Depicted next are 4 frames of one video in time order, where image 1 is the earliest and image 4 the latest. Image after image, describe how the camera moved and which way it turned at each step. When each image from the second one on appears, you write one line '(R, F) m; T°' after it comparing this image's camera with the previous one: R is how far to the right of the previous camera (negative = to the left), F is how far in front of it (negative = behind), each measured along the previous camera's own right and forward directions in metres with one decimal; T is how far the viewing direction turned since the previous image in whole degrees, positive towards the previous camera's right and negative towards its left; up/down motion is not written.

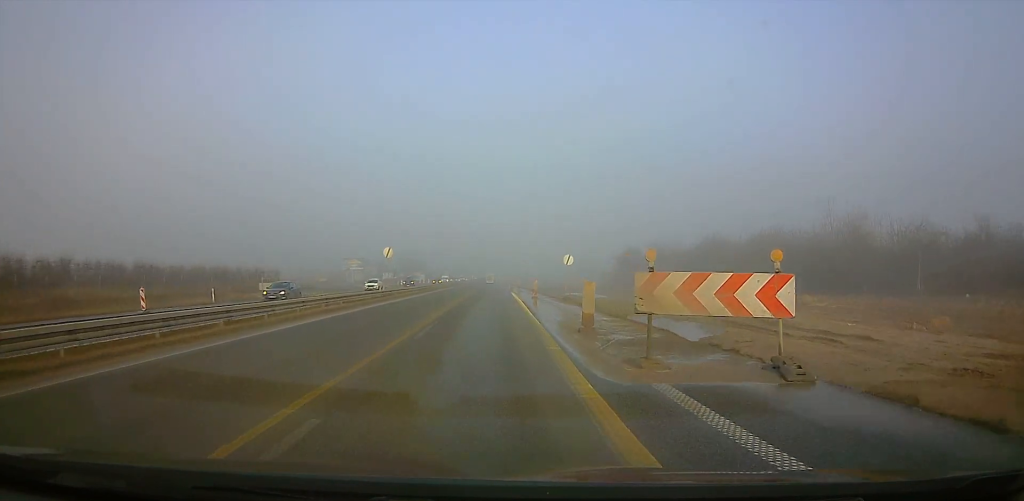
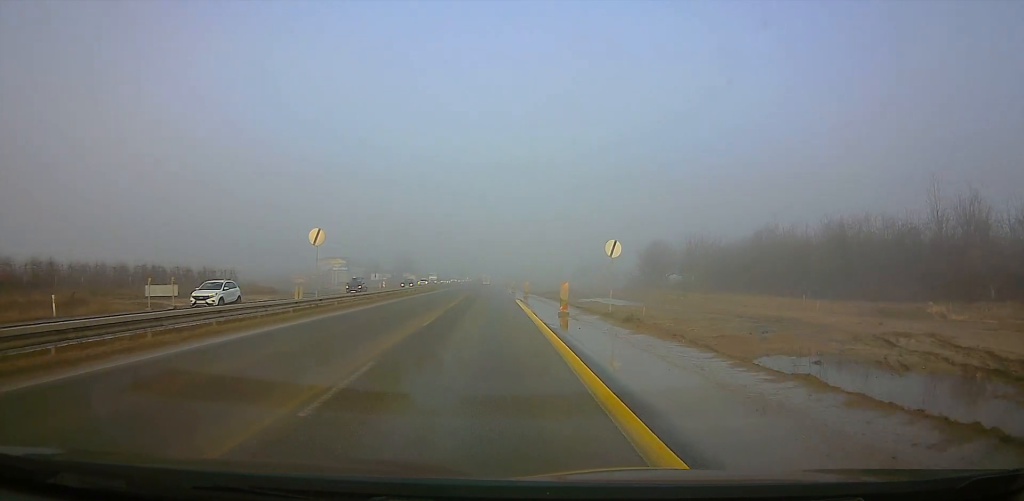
(0.0, +19.9) m; 0°
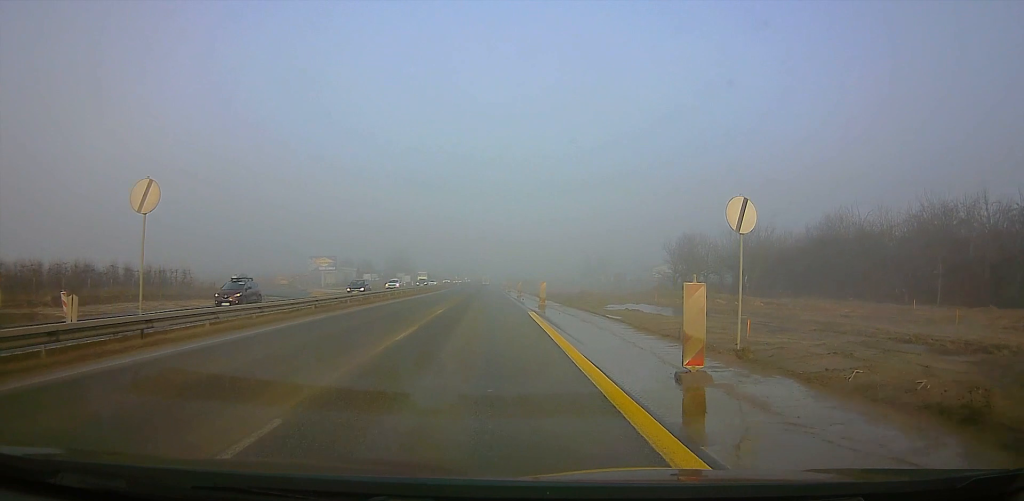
(0.0, +16.4) m; 0°
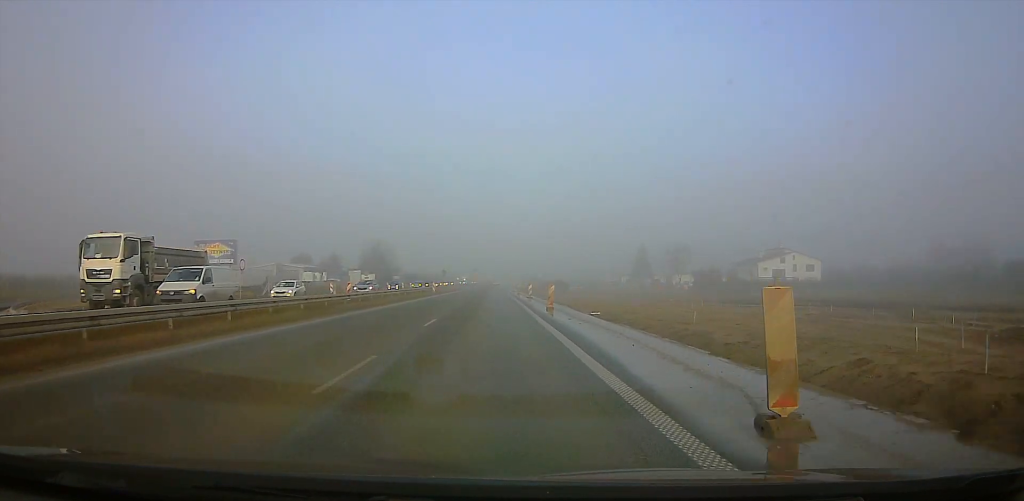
(+0.7, +82.3) m; 0°
